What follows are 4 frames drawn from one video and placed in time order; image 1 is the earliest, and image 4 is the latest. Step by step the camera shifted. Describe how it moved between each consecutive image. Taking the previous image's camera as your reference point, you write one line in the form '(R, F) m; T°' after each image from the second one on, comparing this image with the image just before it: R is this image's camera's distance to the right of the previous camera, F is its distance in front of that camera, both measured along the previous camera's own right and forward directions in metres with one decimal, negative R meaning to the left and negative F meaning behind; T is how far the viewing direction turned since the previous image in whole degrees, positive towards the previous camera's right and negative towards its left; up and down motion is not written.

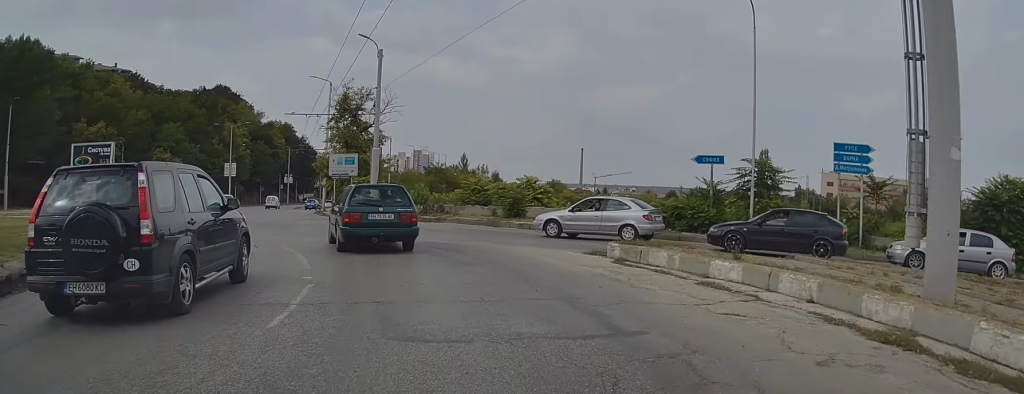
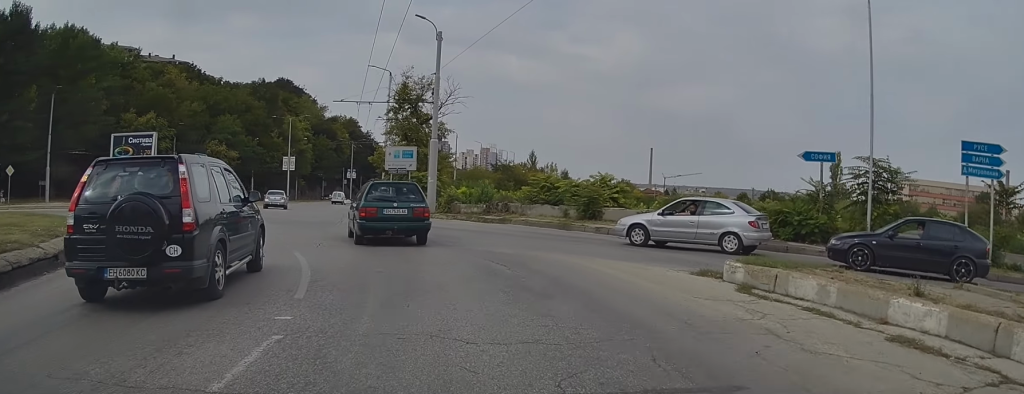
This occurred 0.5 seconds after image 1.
(-0.4, +3.7) m; -6°
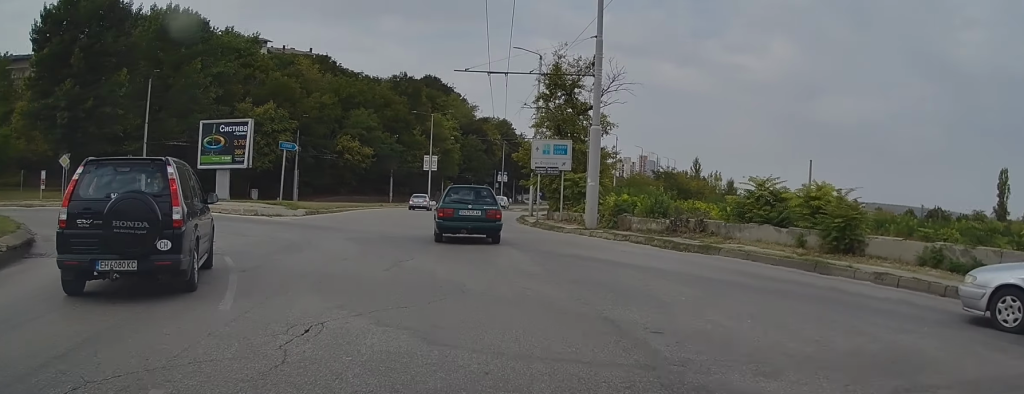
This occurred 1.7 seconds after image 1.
(-1.1, +9.5) m; -9°
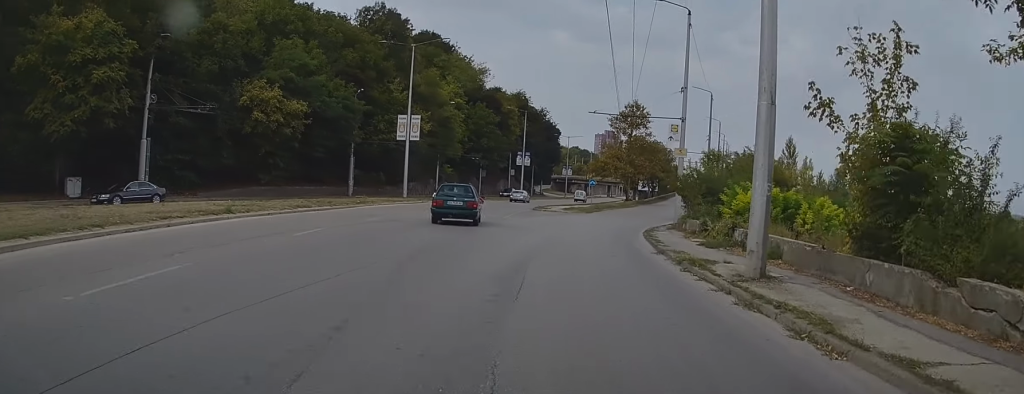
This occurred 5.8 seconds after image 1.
(-4.1, +40.6) m; -4°
